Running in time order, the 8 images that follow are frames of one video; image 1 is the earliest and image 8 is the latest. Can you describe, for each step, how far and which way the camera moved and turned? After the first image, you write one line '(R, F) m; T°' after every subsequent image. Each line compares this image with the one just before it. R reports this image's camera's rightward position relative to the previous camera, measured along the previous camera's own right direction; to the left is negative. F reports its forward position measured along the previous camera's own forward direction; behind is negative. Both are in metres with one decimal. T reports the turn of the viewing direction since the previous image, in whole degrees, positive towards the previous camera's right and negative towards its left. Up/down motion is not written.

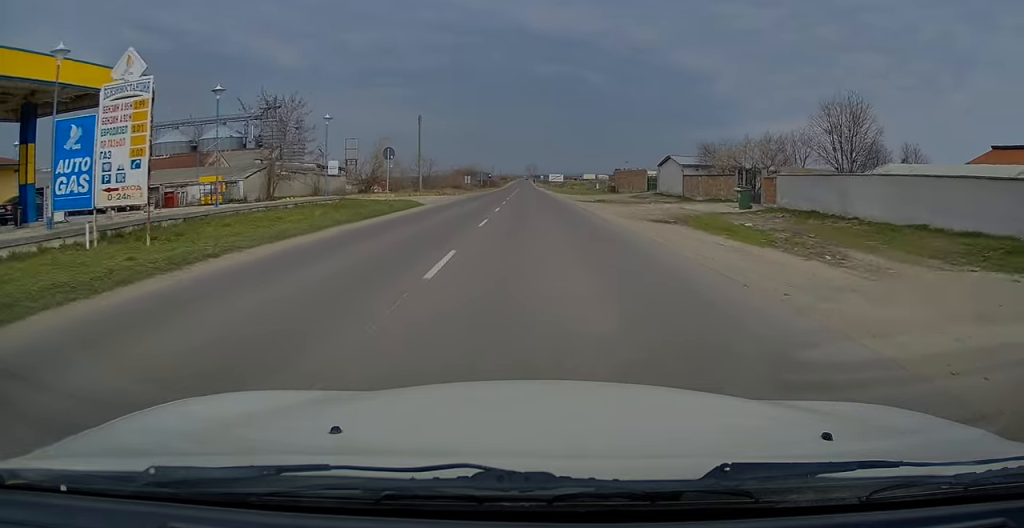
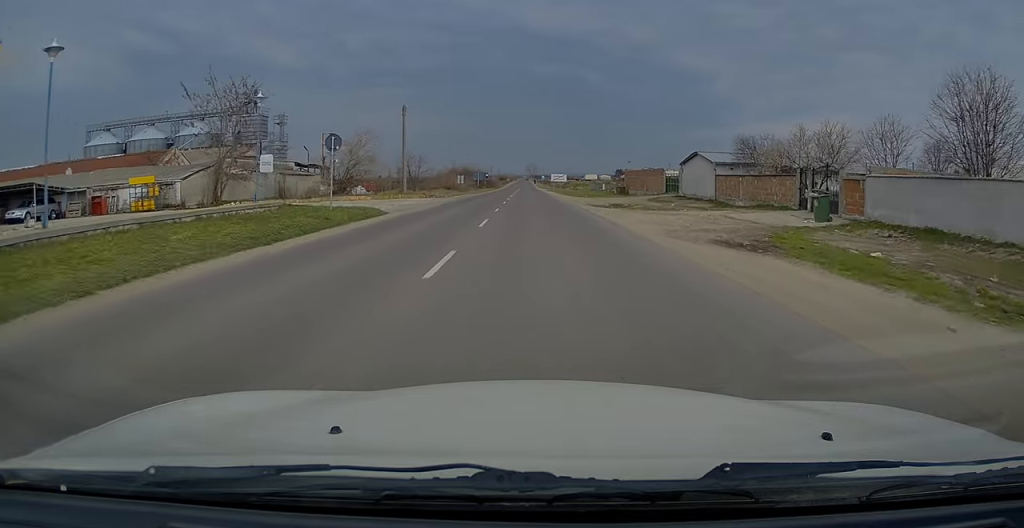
(+0.4, +9.2) m; 0°
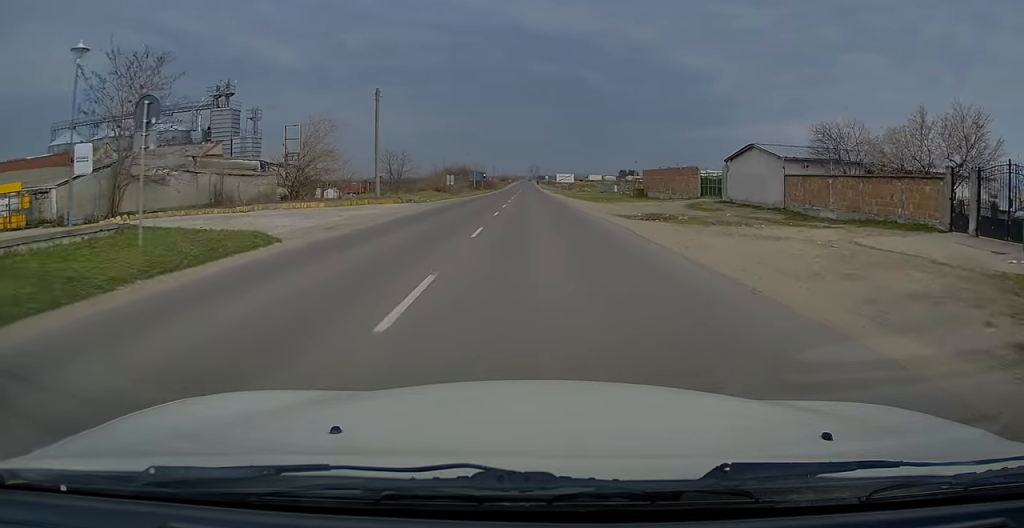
(-0.3, +11.7) m; -1°
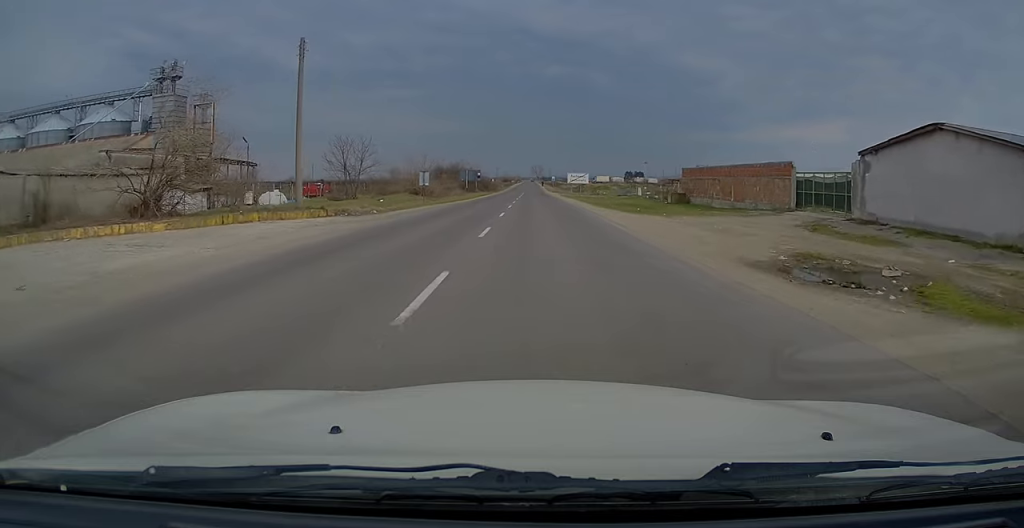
(-0.1, +17.5) m; -1°
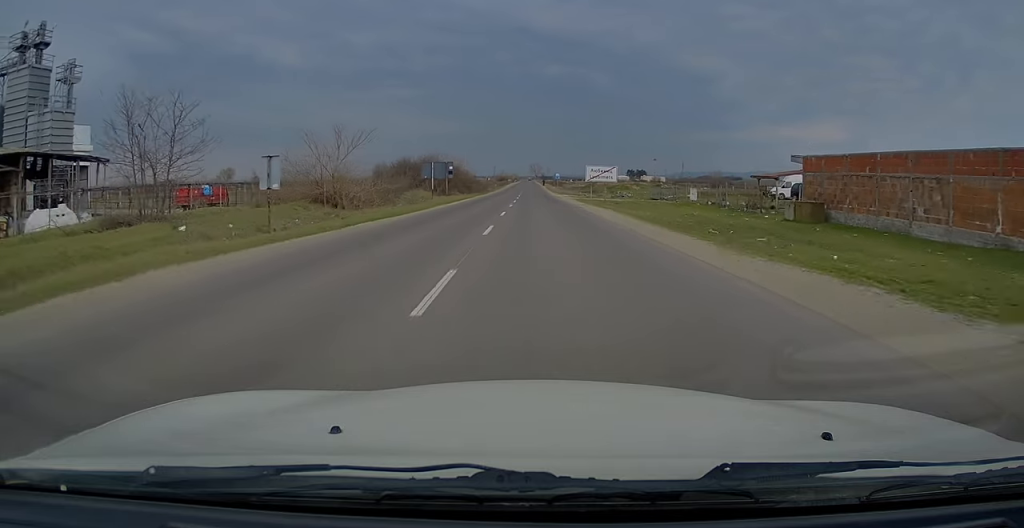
(+0.1, +26.1) m; 0°
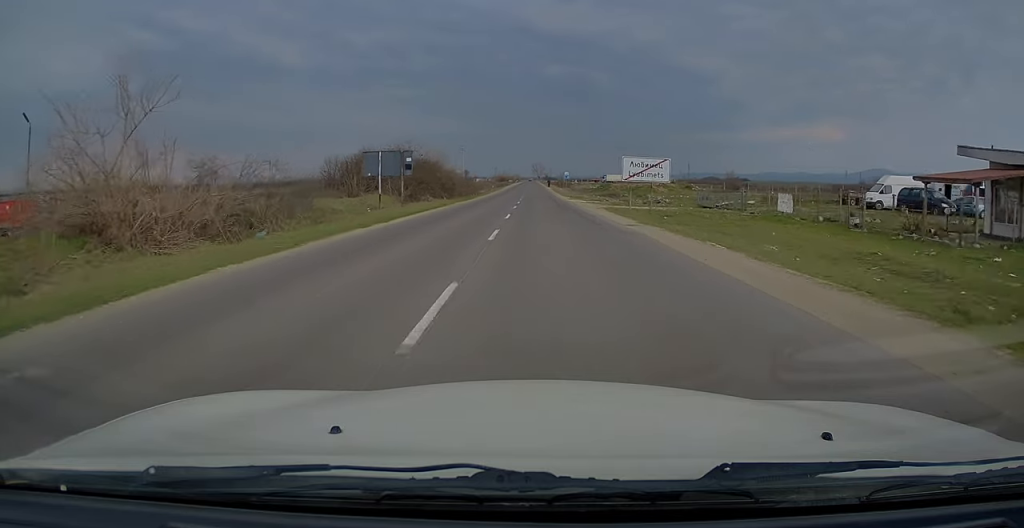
(0.0, +18.8) m; 0°
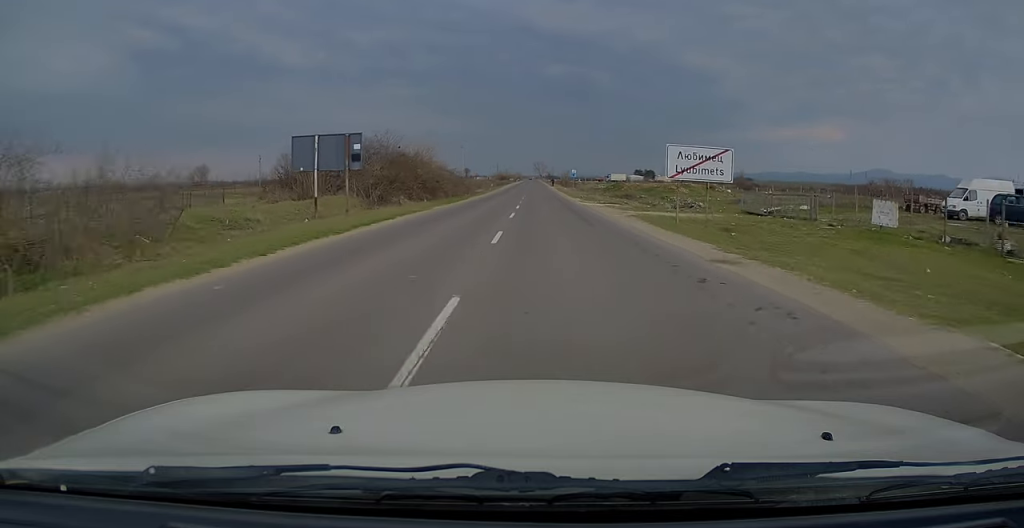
(+0.1, +9.9) m; 0°
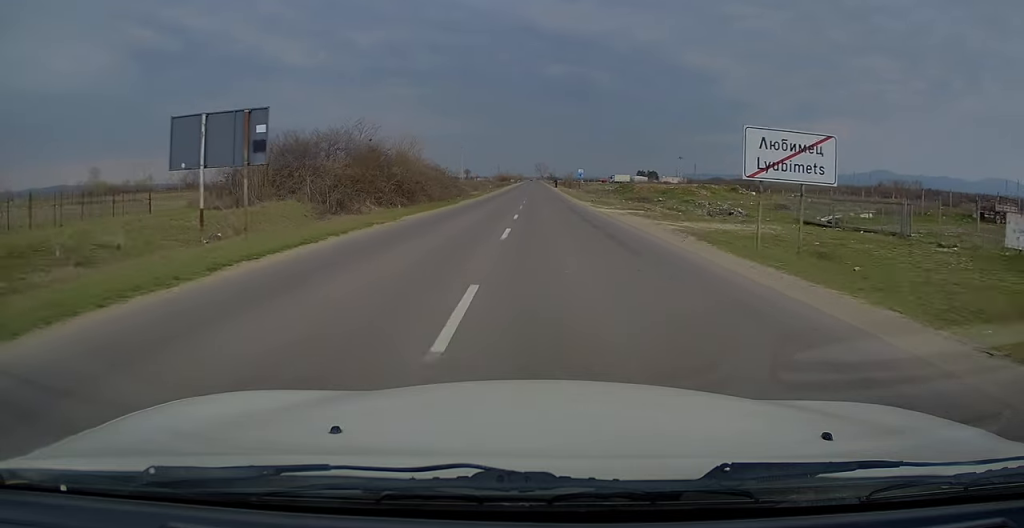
(-0.1, +8.3) m; 0°
